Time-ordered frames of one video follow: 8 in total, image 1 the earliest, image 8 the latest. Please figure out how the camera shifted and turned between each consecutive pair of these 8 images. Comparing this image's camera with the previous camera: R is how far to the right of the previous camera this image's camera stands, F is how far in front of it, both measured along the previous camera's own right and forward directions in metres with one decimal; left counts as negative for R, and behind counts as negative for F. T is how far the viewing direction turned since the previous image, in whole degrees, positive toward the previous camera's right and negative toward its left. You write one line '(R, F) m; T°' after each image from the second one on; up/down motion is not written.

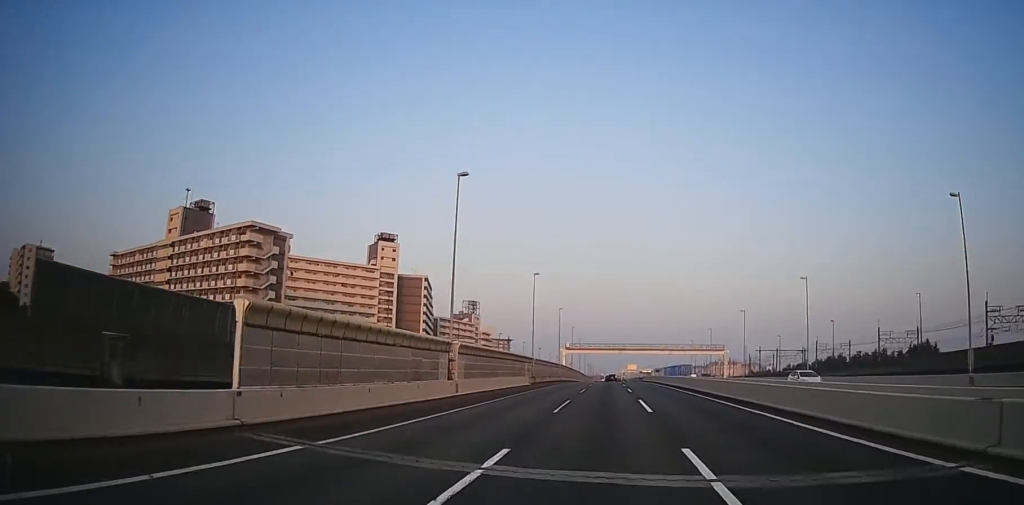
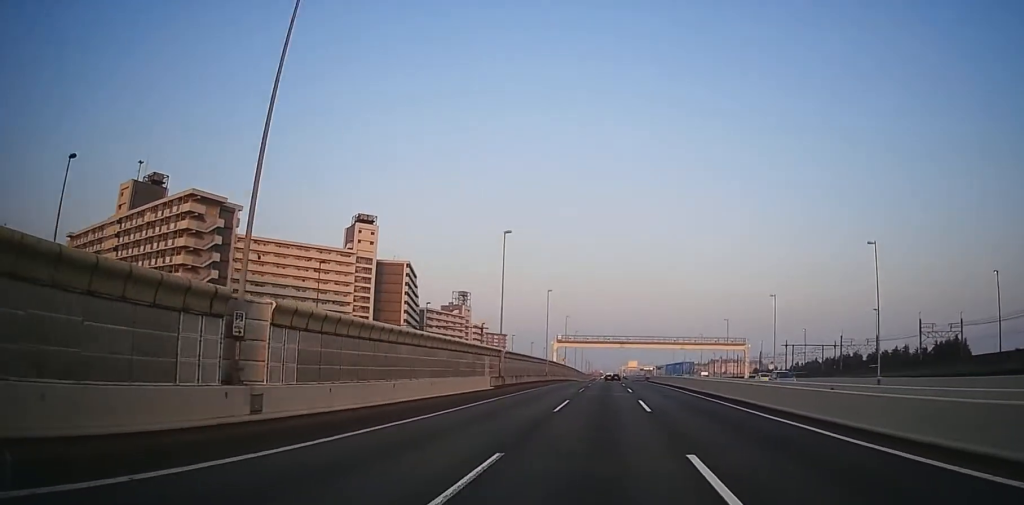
(-0.8, +19.9) m; -1°
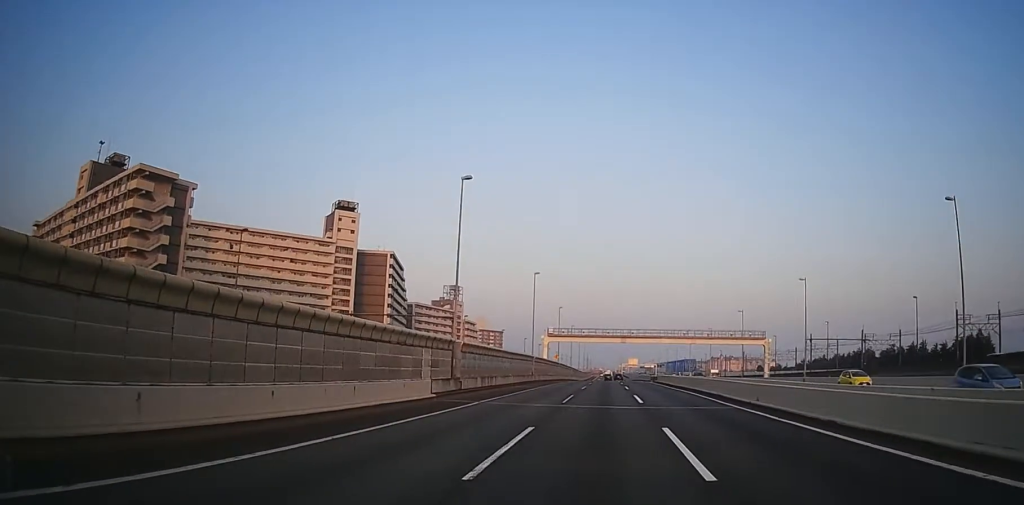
(+0.2, +15.5) m; +1°
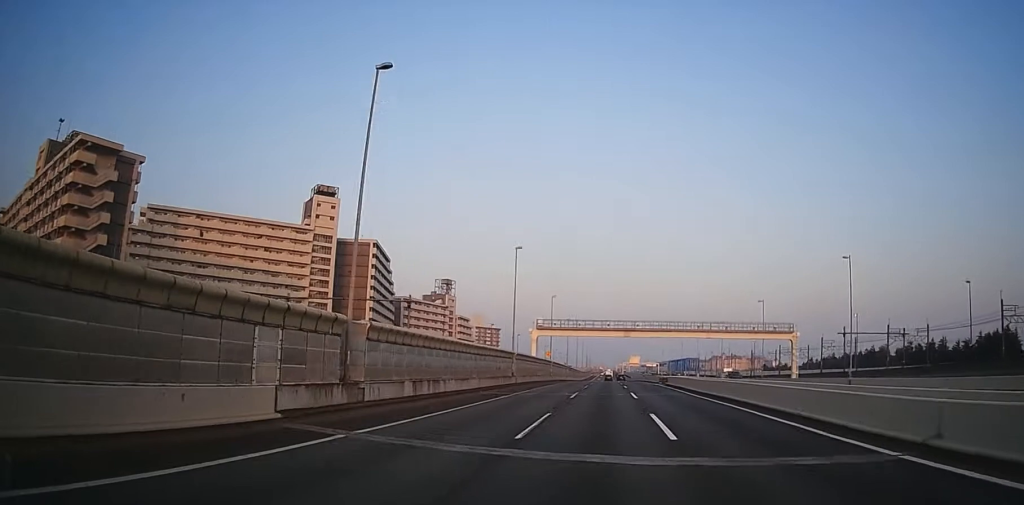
(+0.1, +14.5) m; 0°
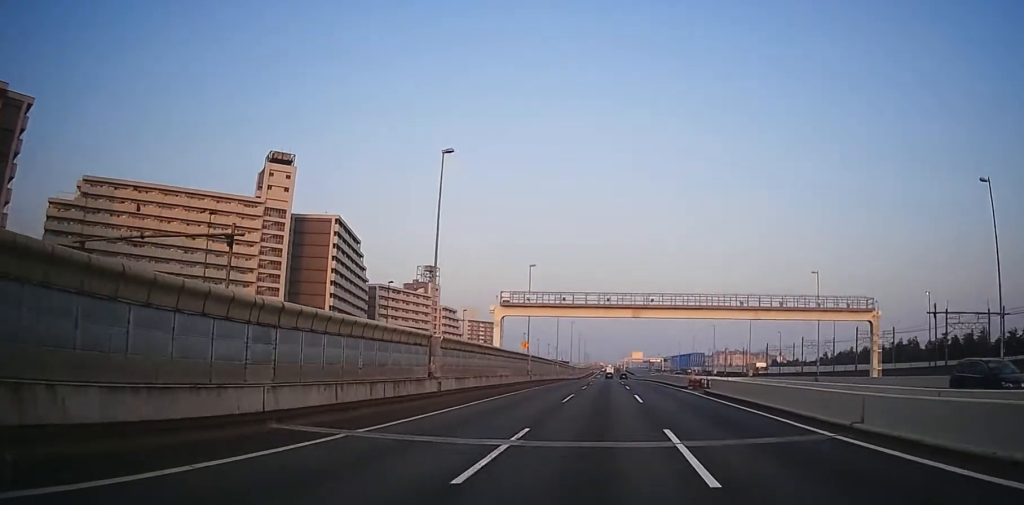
(0.0, +26.1) m; 0°
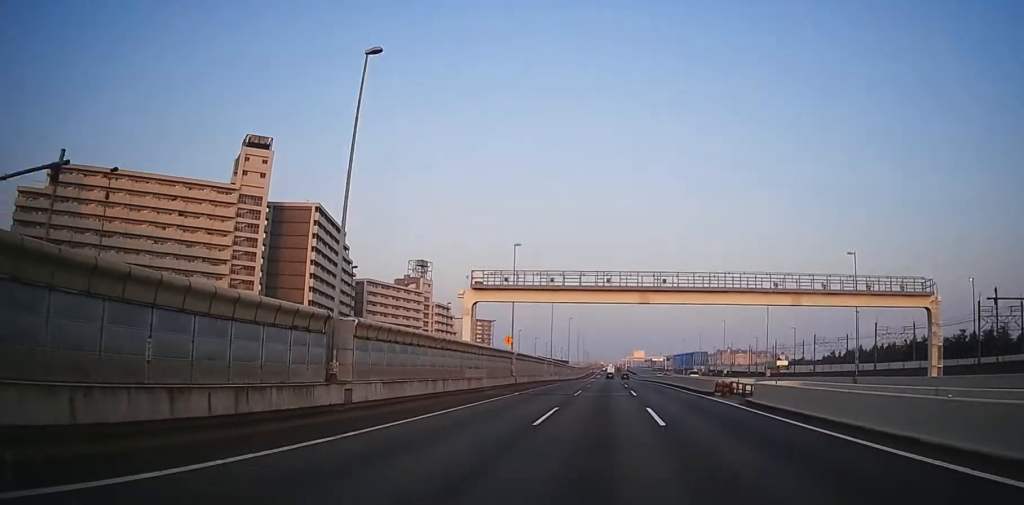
(0.0, +11.7) m; 0°
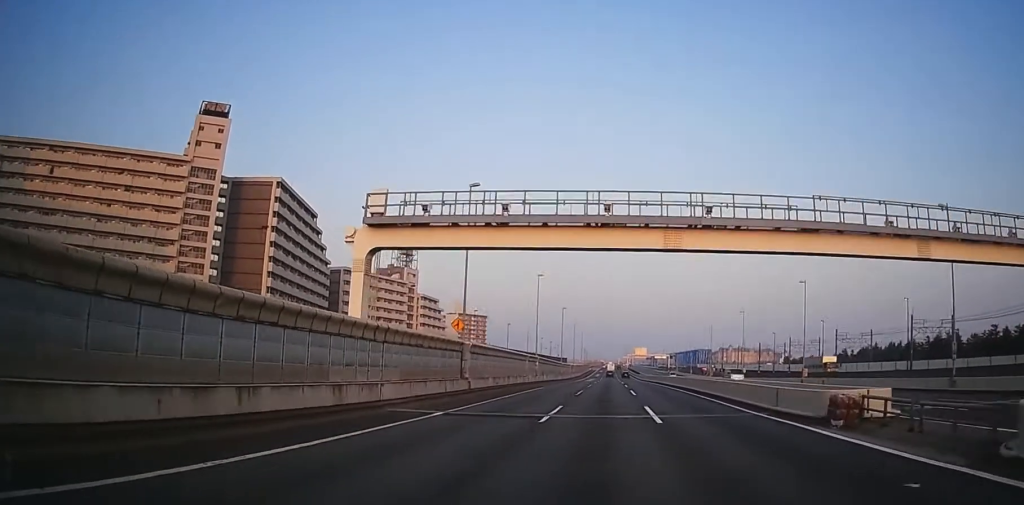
(0.0, +18.7) m; 0°
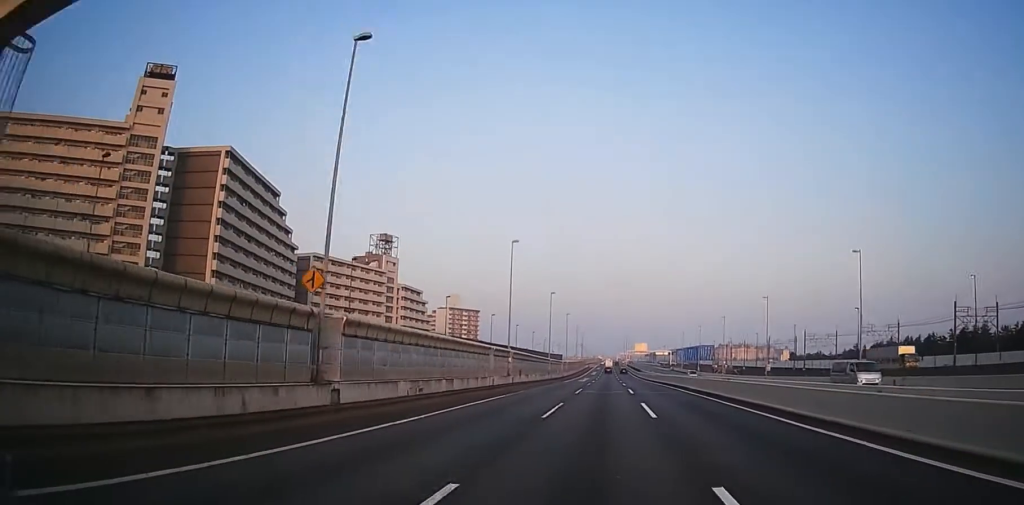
(0.0, +17.8) m; 0°
